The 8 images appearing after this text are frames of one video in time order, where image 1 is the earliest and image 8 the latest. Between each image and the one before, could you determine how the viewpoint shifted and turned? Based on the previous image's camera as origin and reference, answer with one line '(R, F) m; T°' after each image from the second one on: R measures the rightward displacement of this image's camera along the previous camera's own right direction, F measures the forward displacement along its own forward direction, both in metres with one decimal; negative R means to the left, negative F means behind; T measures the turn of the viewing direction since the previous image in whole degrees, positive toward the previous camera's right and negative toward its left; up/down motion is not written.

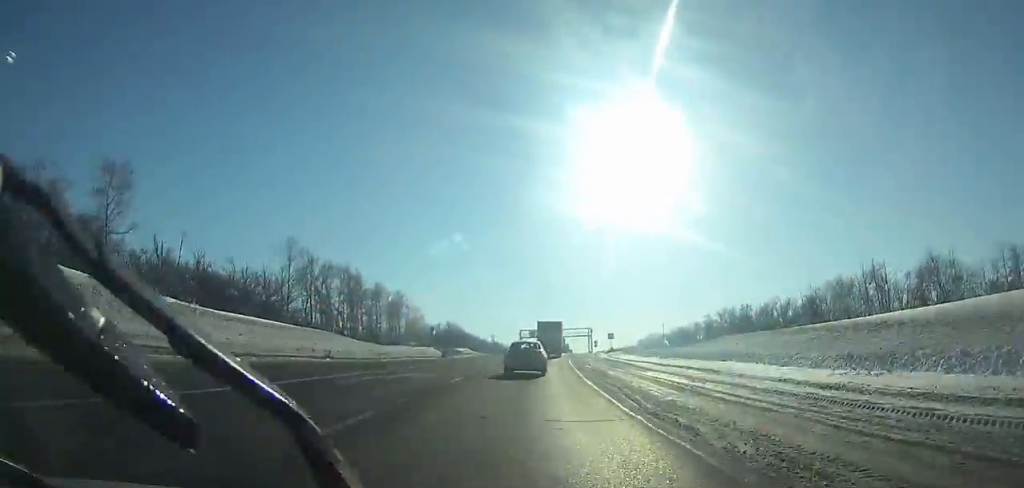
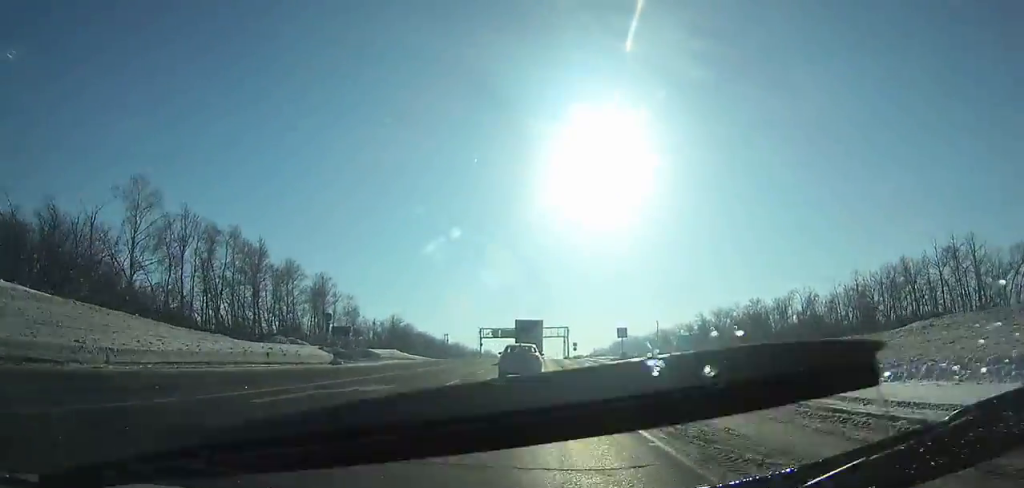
(+2.0, +36.0) m; +5°
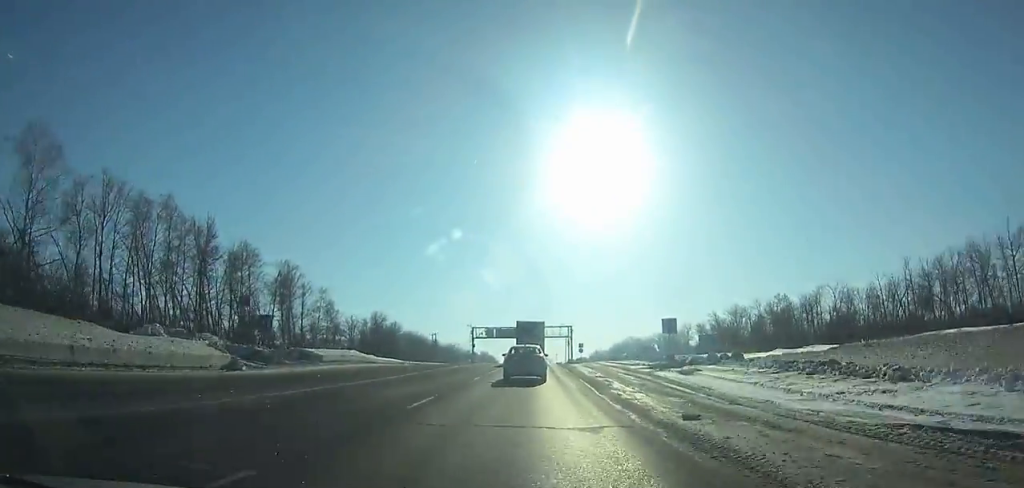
(+0.3, +18.6) m; +1°
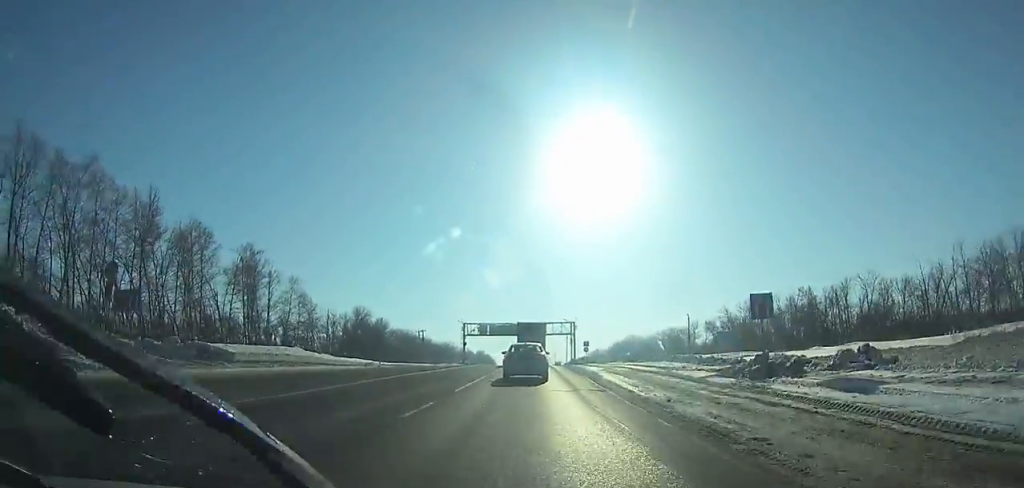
(+0.1, +14.1) m; 0°
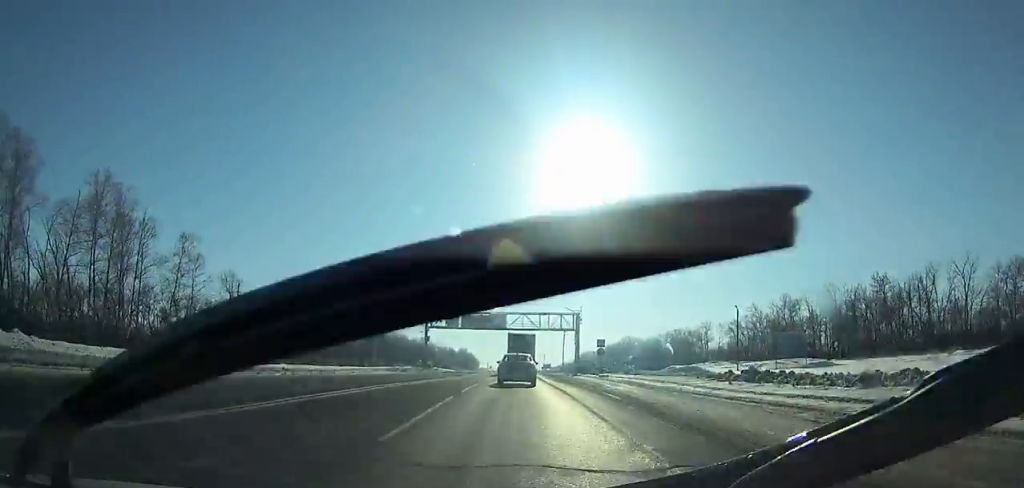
(+0.1, +34.2) m; +1°
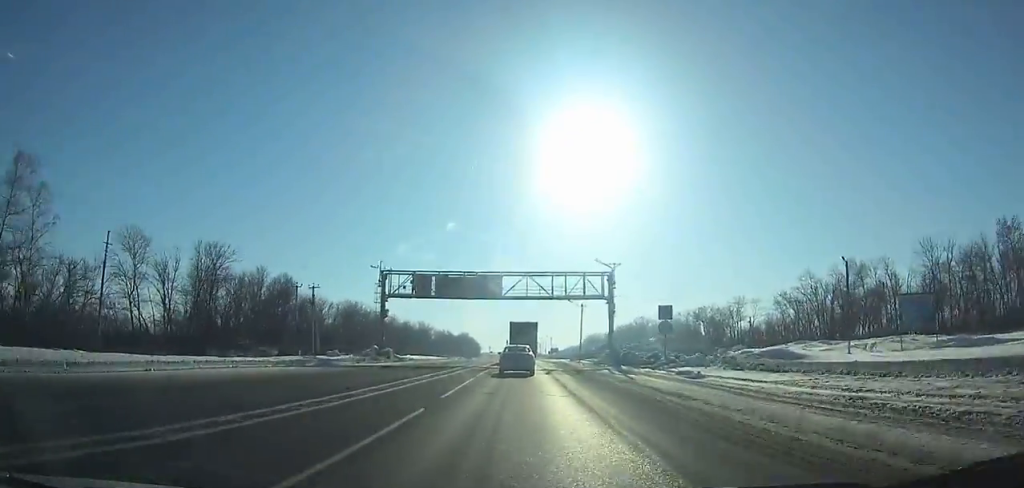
(+0.3, +28.0) m; +1°
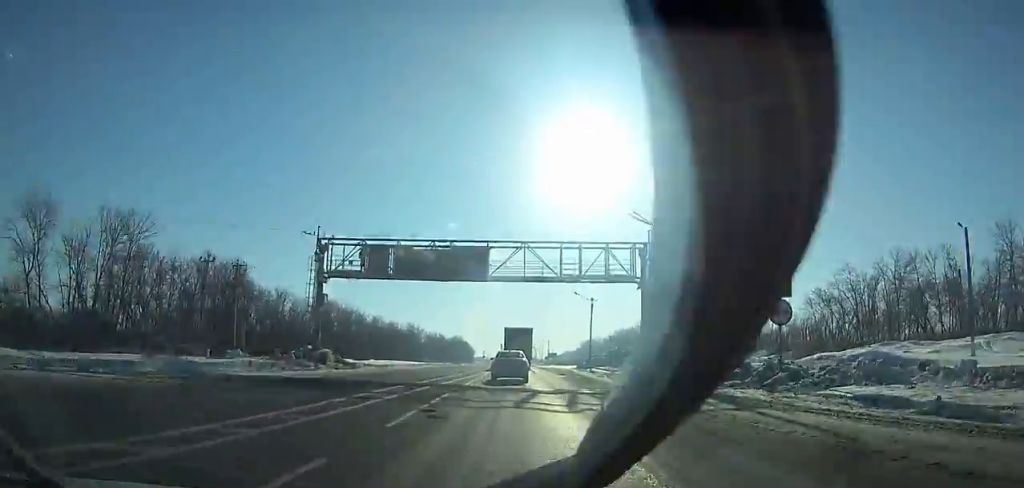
(+0.1, +16.4) m; 0°
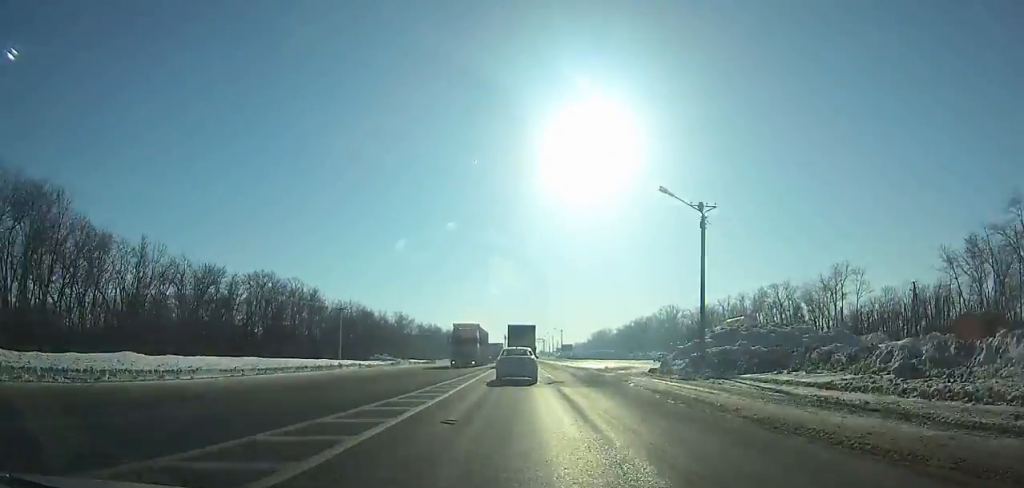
(-0.3, +41.0) m; -1°
